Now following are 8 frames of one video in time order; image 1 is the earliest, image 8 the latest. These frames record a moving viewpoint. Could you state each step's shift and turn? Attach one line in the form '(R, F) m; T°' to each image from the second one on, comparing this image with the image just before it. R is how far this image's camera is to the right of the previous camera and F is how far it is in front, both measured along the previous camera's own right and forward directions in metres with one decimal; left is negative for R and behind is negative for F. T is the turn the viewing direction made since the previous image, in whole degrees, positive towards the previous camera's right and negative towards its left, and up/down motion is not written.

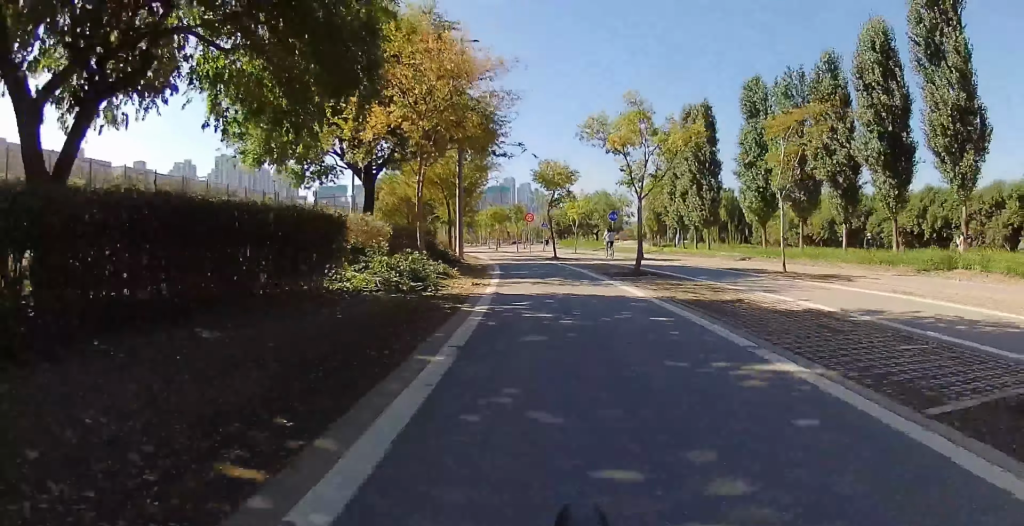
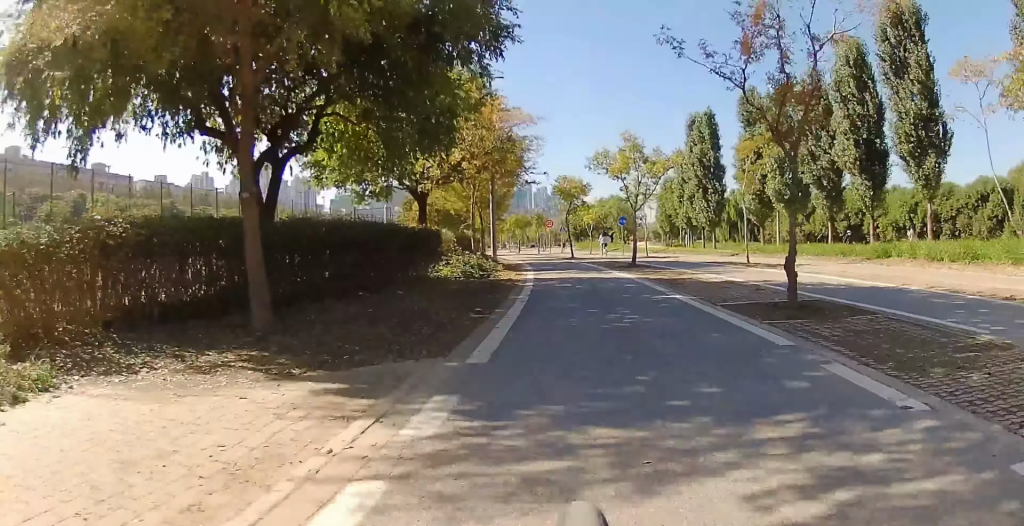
(+0.2, +5.3) m; +3°
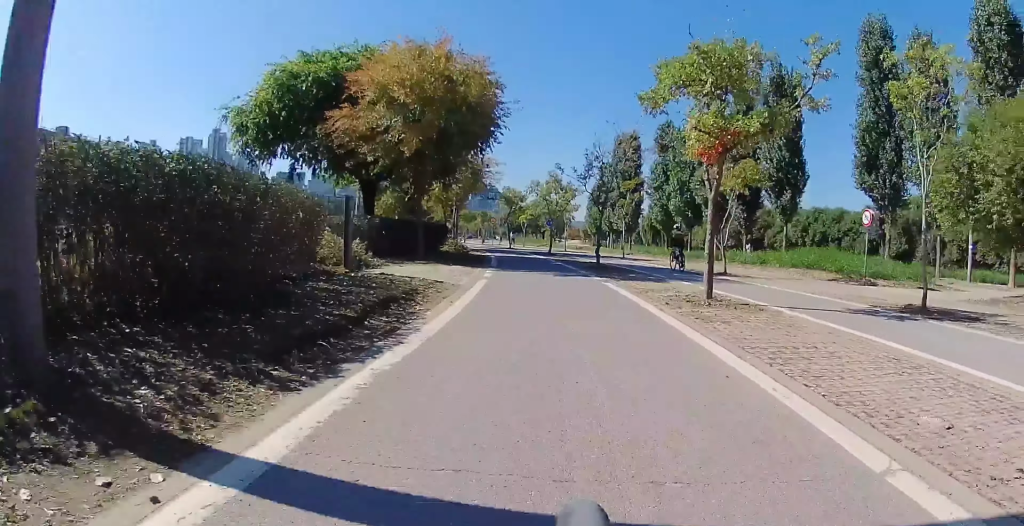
(+1.0, +12.8) m; +13°
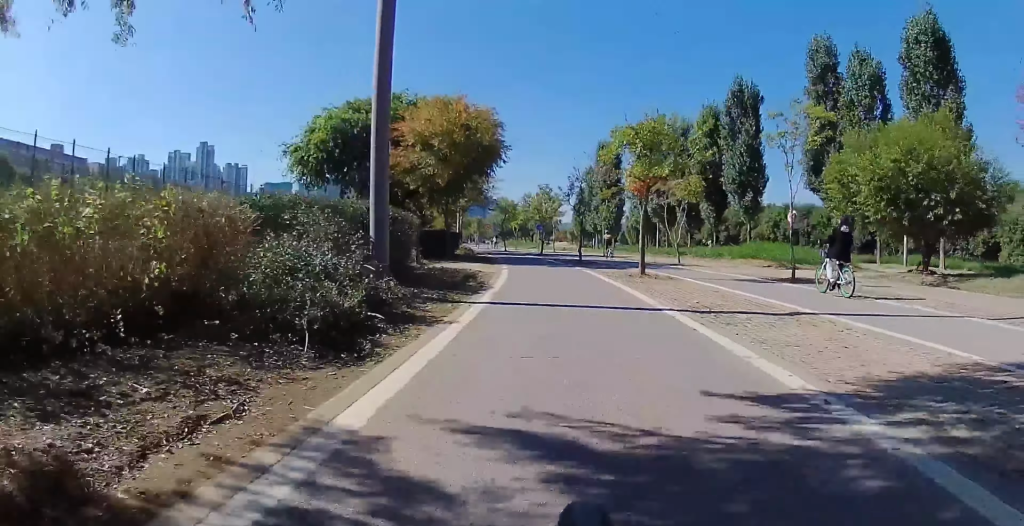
(+0.8, +6.2) m; +5°
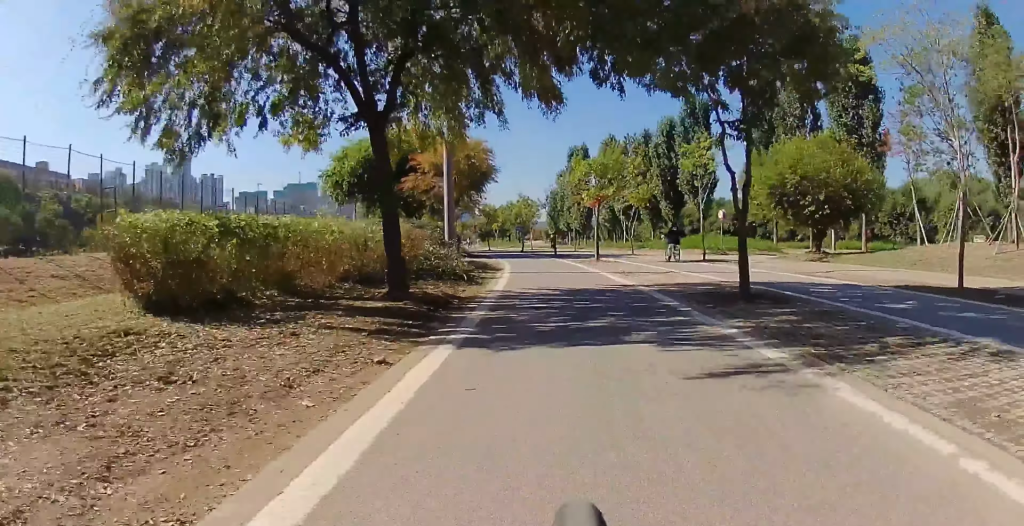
(-0.3, +7.6) m; 0°
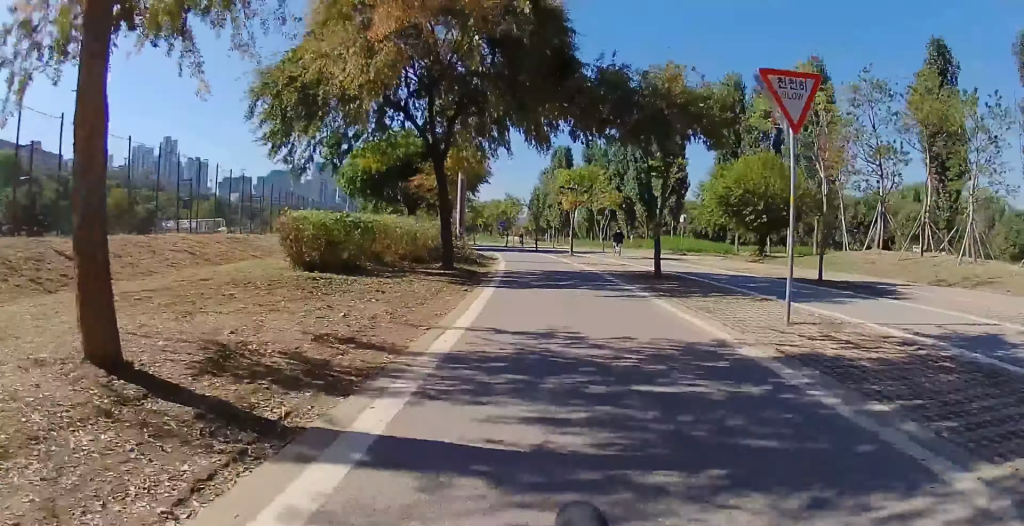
(+0.1, +5.2) m; +2°
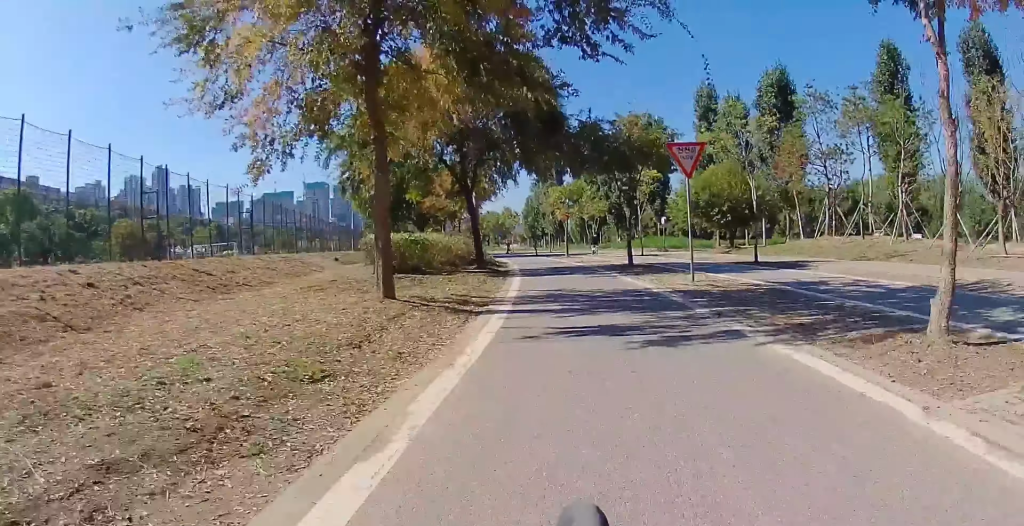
(+0.1, +5.1) m; +1°
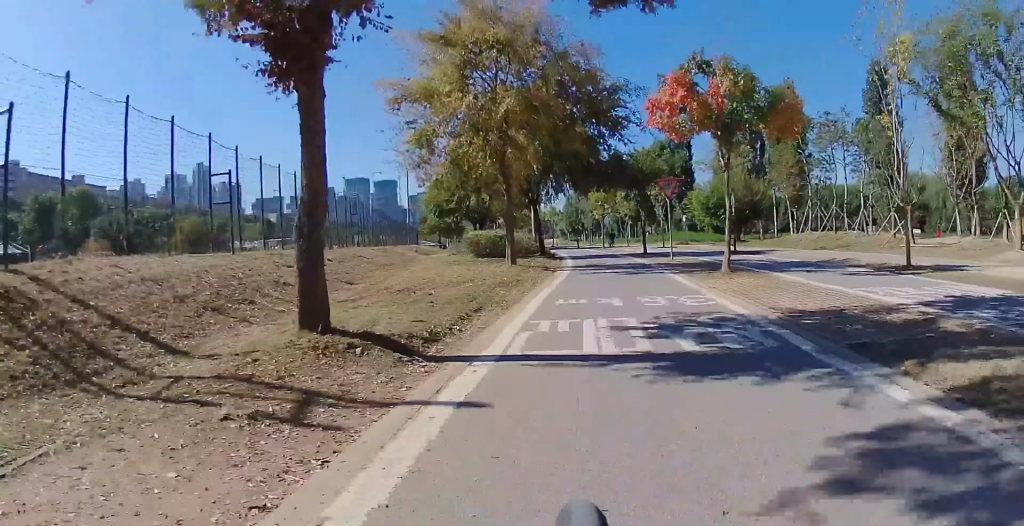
(0.0, +8.4) m; -2°
